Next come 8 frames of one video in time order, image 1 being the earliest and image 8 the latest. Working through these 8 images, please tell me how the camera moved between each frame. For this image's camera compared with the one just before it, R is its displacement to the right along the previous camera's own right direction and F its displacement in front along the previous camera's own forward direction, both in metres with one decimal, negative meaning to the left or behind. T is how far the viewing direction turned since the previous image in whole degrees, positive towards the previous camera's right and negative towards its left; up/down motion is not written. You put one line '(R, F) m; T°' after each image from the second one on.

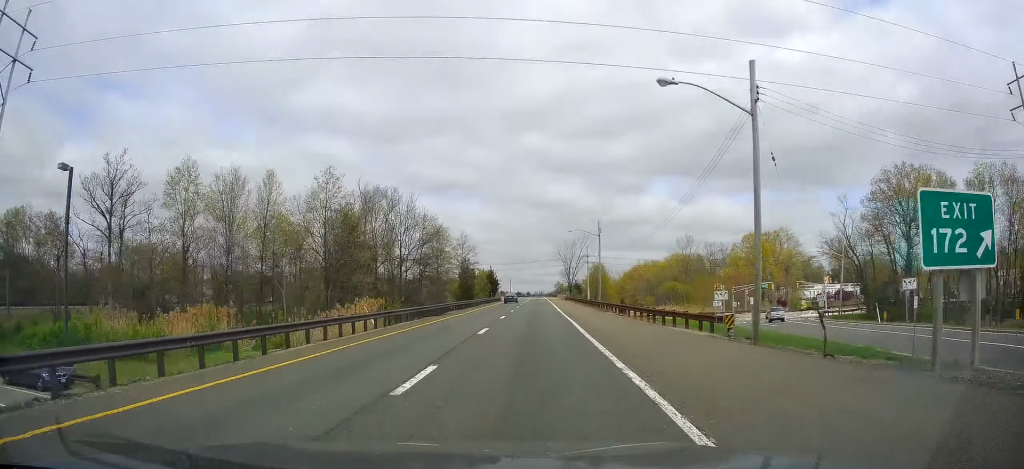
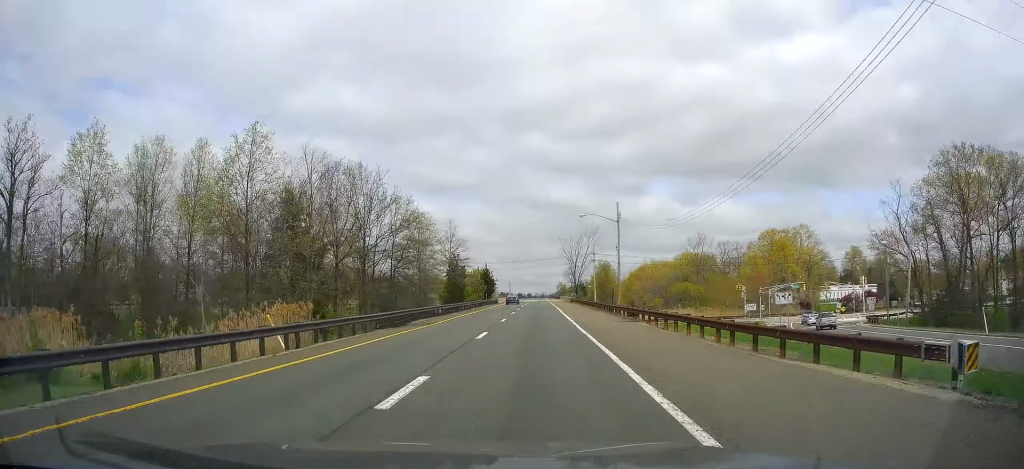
(-0.3, +13.6) m; 0°
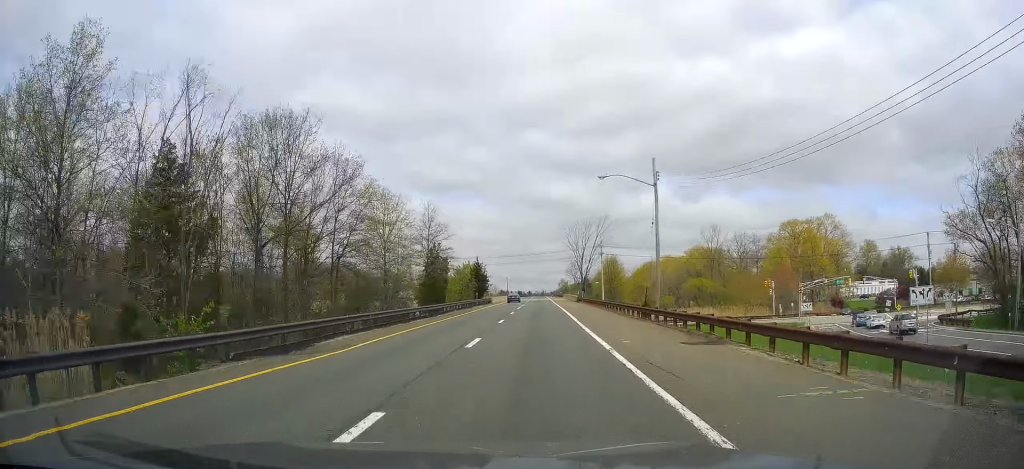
(-0.4, +15.5) m; 0°
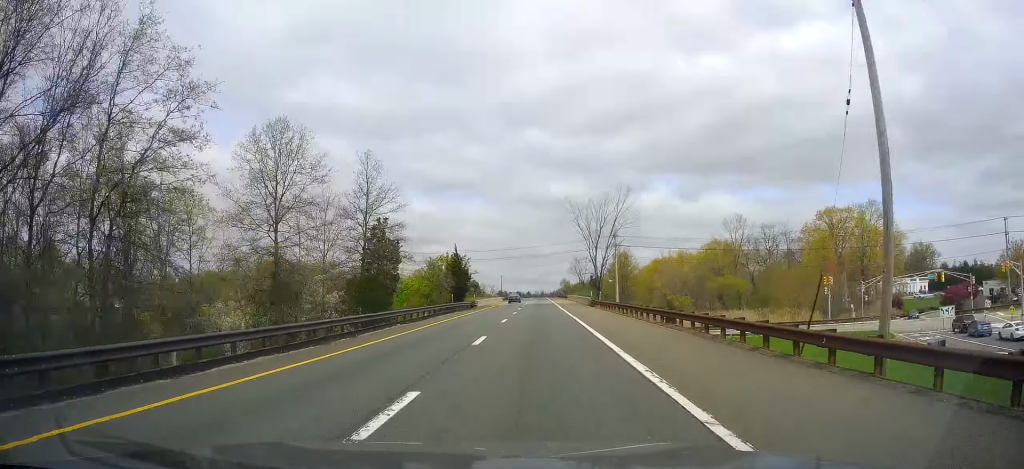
(+0.5, +22.7) m; +1°
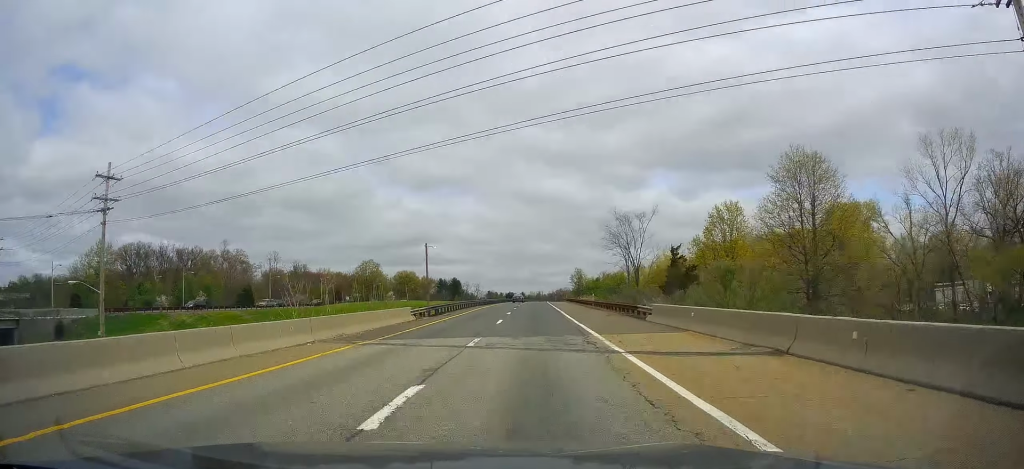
(+0.3, +87.4) m; 0°
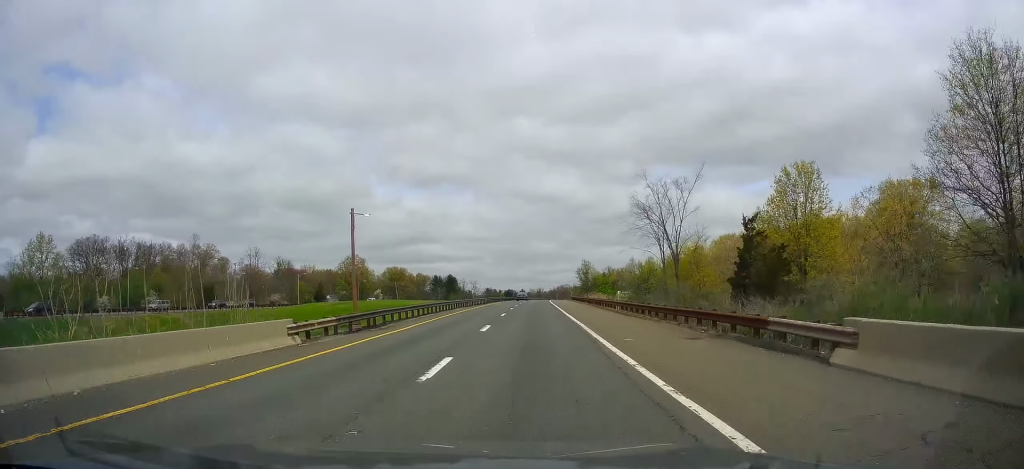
(-0.1, +19.1) m; 0°
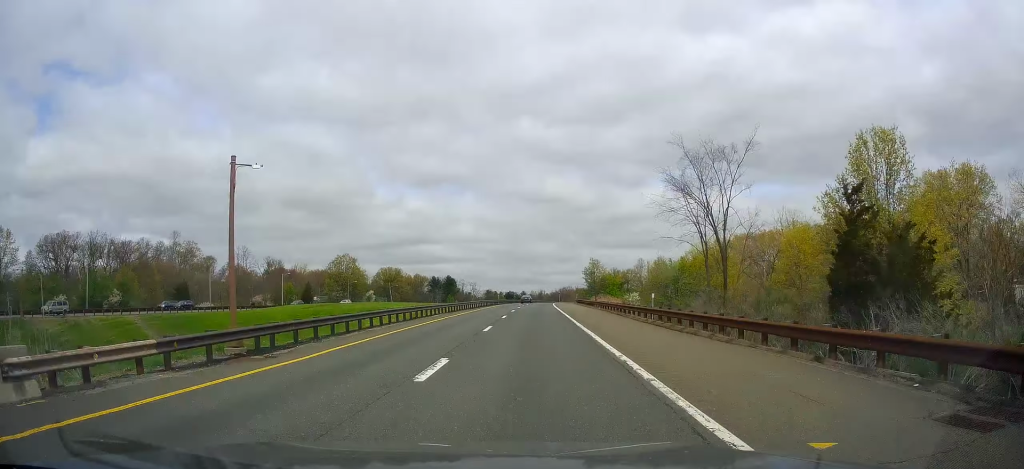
(0.0, +12.2) m; 0°
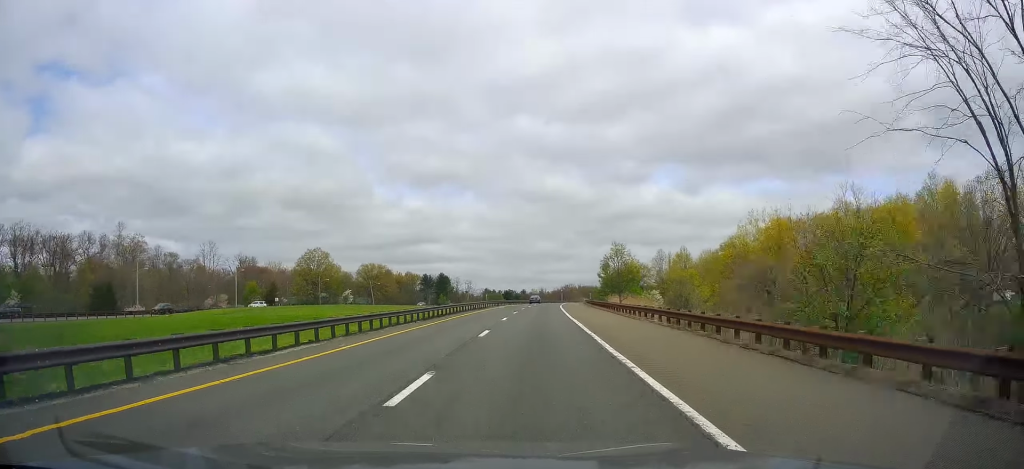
(+0.2, +26.4) m; 0°
